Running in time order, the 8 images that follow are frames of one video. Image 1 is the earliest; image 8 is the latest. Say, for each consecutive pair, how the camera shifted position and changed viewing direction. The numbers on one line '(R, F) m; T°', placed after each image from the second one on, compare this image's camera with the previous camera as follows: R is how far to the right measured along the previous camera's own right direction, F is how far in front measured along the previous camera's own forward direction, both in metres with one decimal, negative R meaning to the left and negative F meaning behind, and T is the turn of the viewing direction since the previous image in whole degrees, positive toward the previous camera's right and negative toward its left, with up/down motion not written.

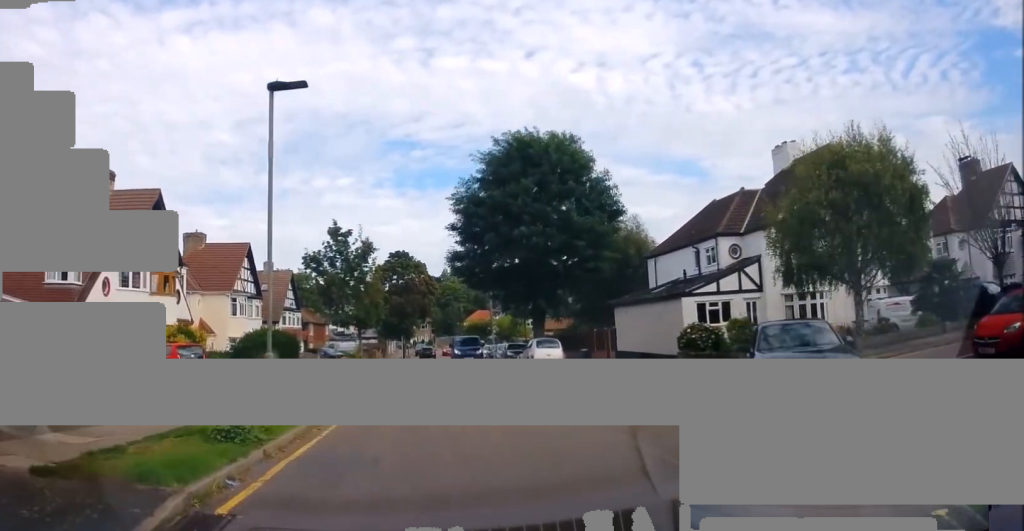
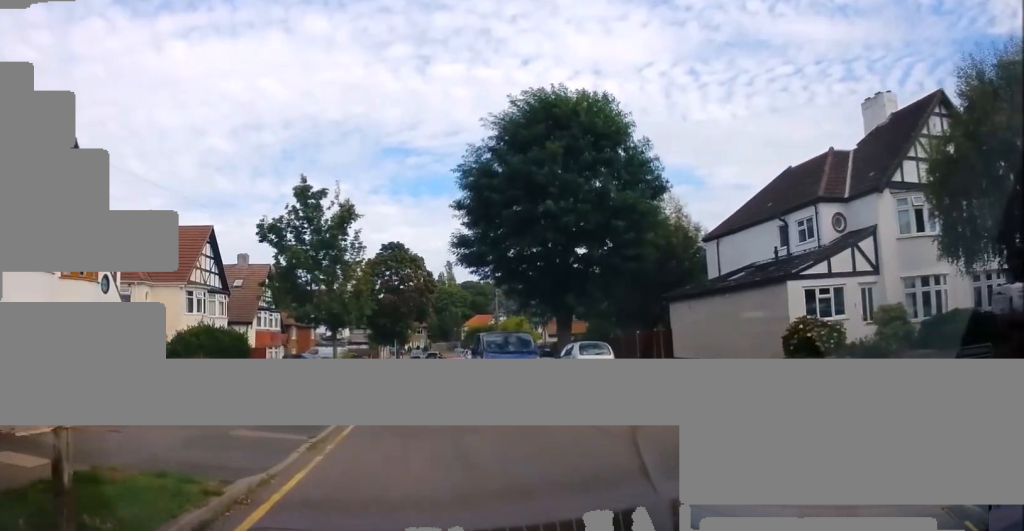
(-0.6, +8.8) m; -2°
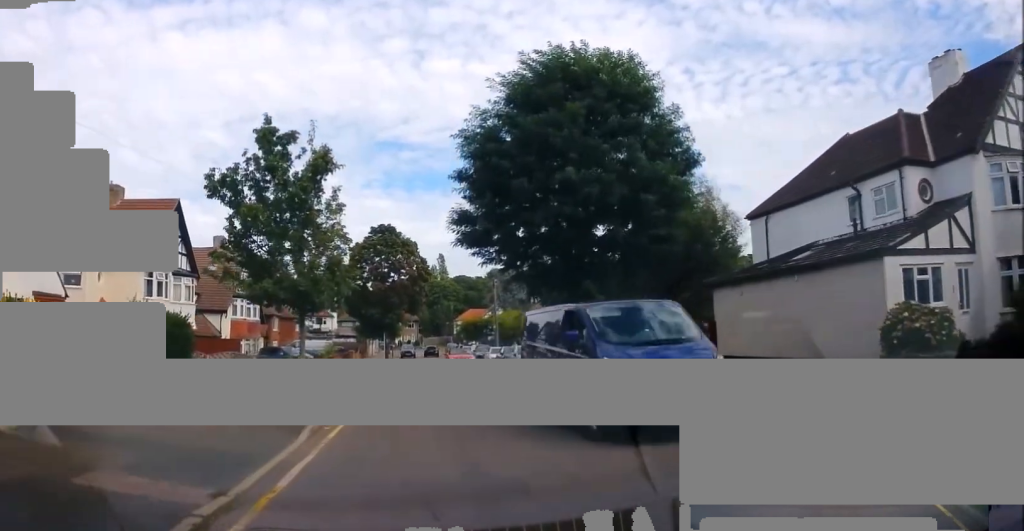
(+0.3, +5.2) m; +3°
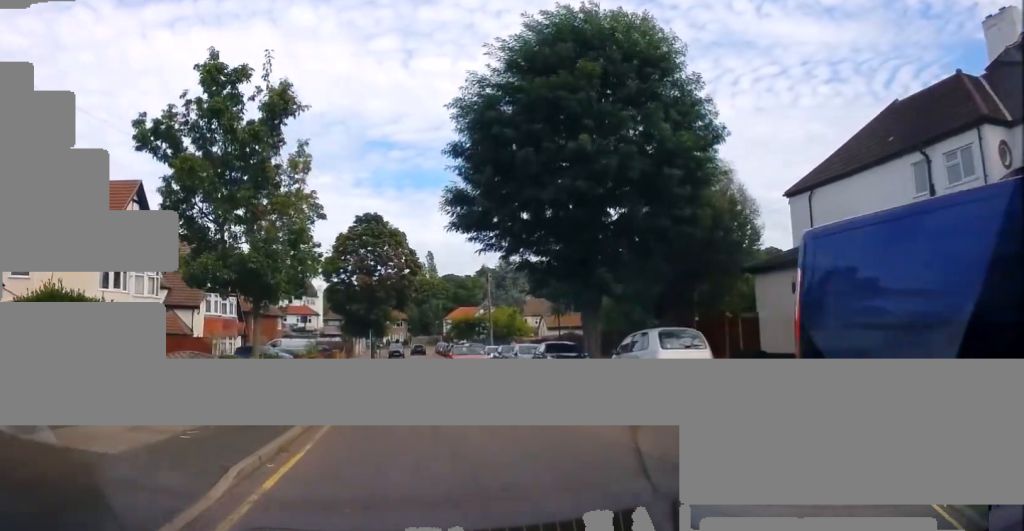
(0.0, +4.1) m; -1°
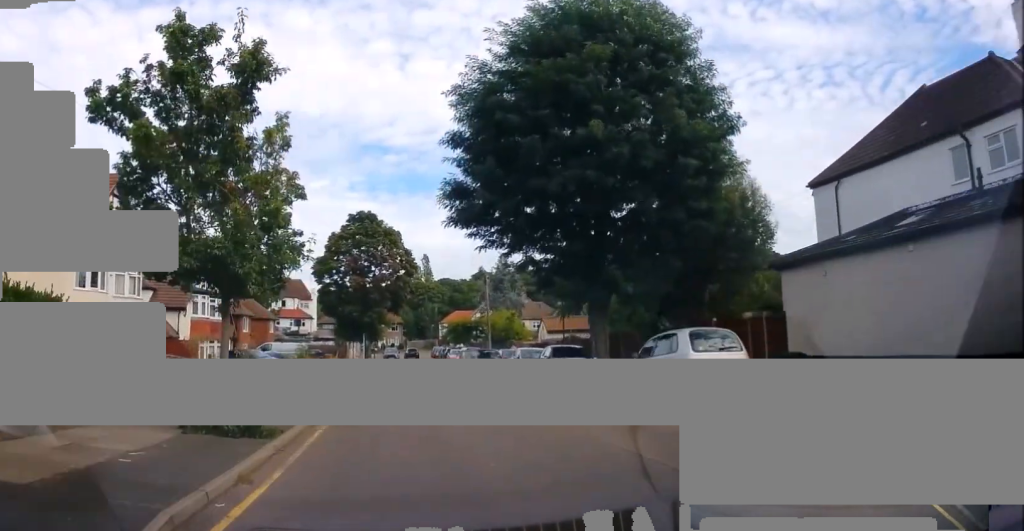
(0.0, +2.0) m; 0°
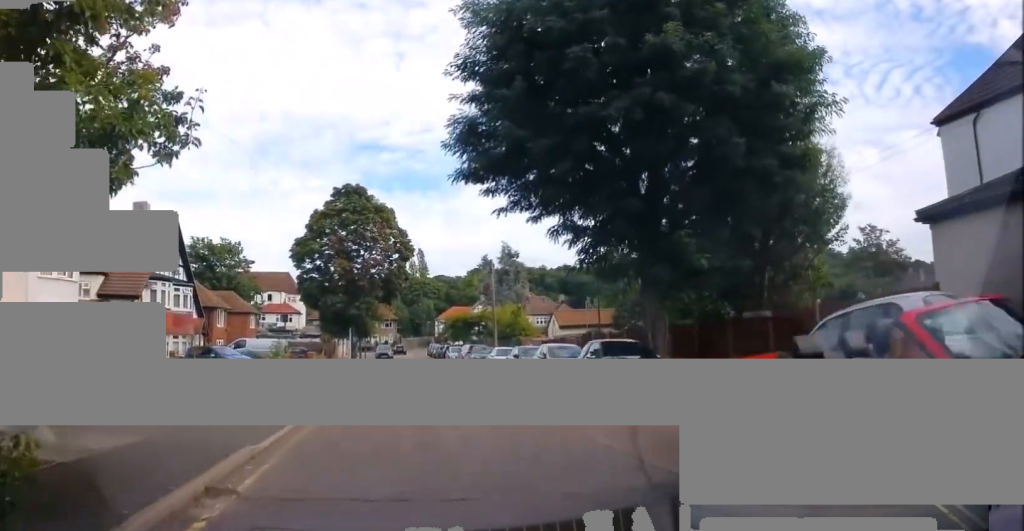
(-0.1, +6.9) m; -1°
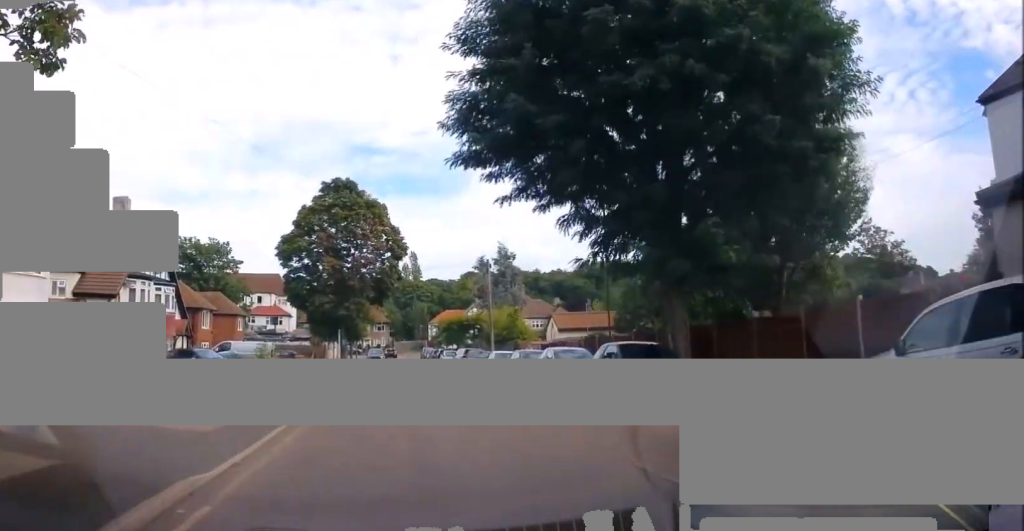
(0.0, +2.1) m; 0°
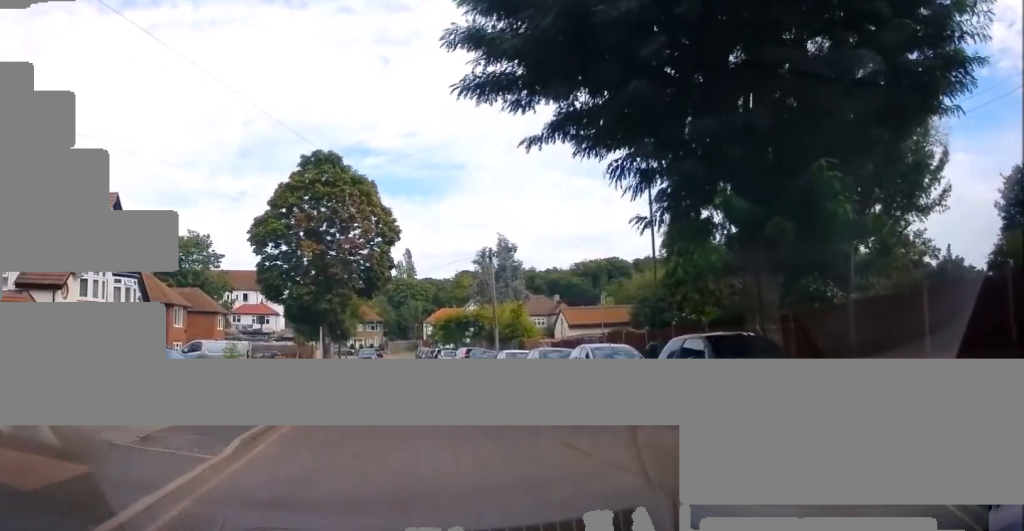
(0.0, +5.1) m; +1°
